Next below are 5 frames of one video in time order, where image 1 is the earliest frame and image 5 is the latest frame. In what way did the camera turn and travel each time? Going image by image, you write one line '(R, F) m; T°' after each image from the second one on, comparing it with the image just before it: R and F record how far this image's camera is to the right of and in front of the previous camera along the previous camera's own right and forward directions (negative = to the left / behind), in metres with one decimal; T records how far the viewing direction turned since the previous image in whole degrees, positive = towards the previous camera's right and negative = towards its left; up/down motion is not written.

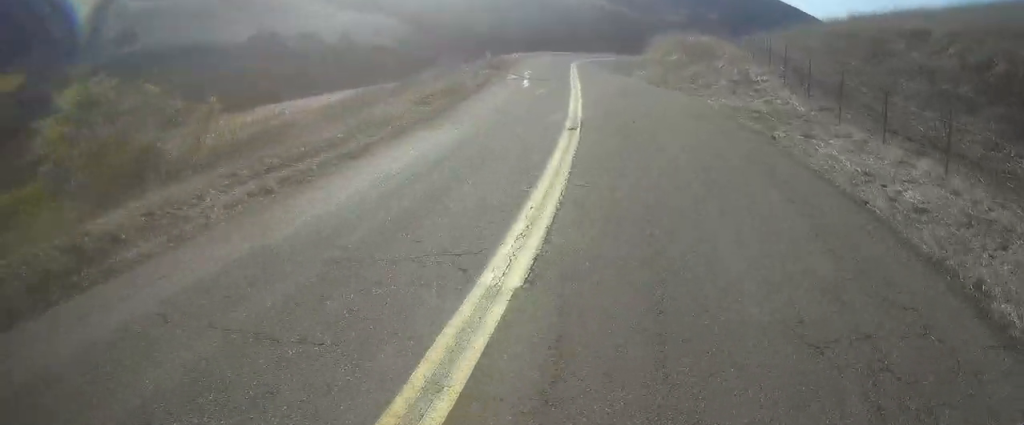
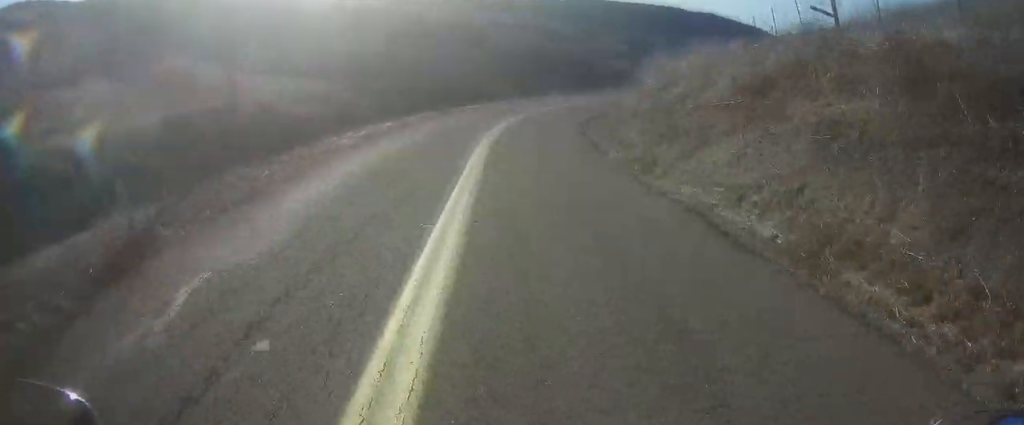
(-2.0, +28.7) m; -4°
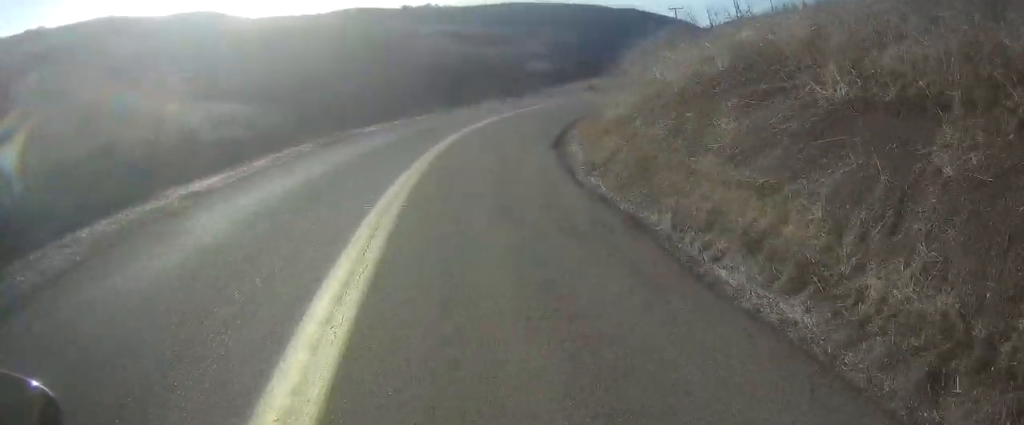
(+0.3, +13.4) m; +2°
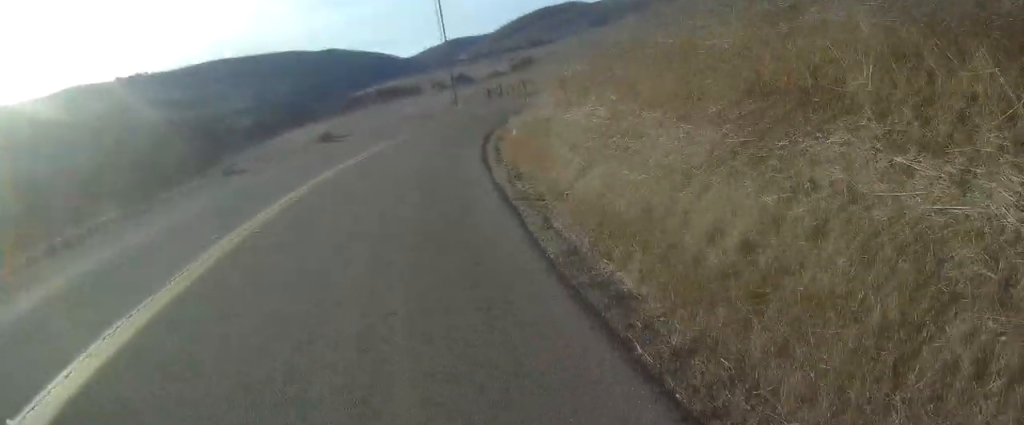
(+1.6, +38.6) m; +13°
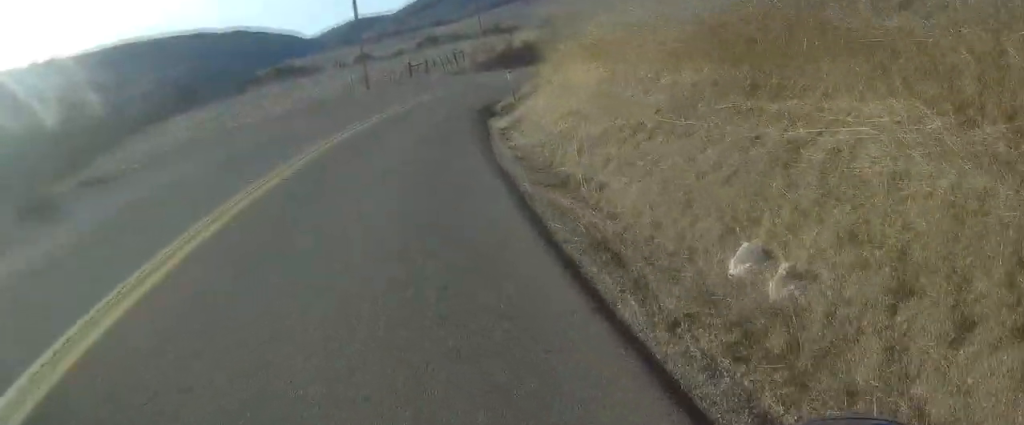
(+4.0, +19.7) m; +21°
